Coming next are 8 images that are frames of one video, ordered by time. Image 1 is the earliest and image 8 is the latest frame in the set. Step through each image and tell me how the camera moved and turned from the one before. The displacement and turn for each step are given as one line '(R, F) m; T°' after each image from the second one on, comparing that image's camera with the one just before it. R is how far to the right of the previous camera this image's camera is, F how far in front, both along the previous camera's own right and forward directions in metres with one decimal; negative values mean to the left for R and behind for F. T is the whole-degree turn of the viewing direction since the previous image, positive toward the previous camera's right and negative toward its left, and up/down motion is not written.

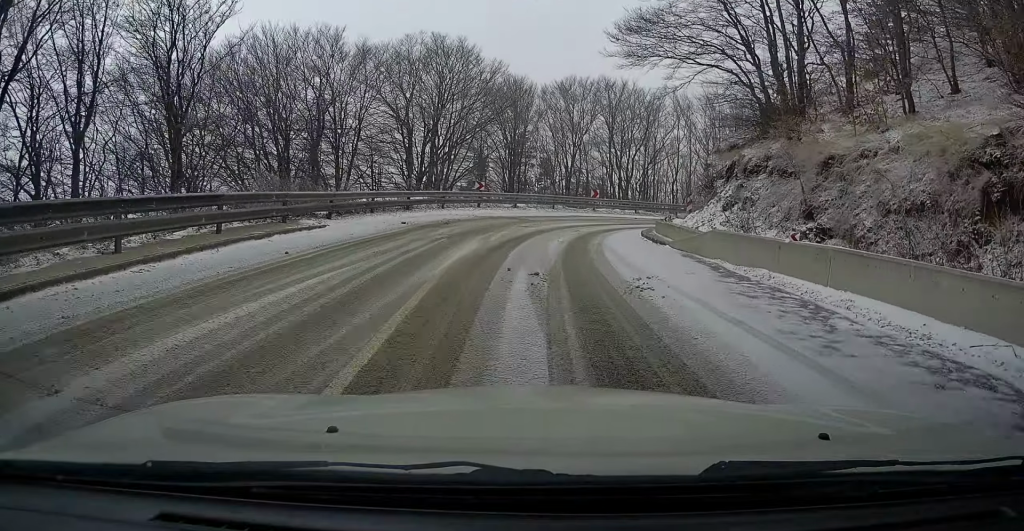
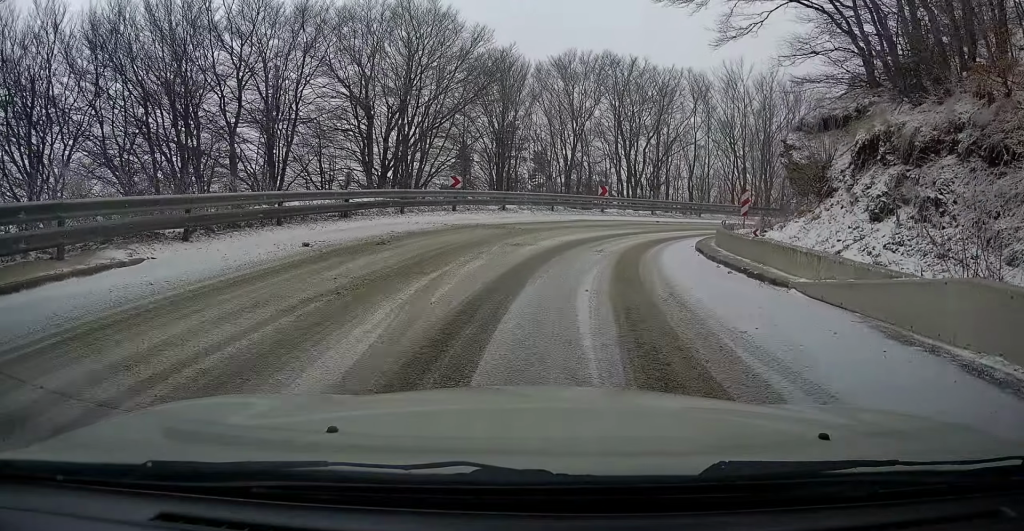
(-0.1, +9.0) m; +2°
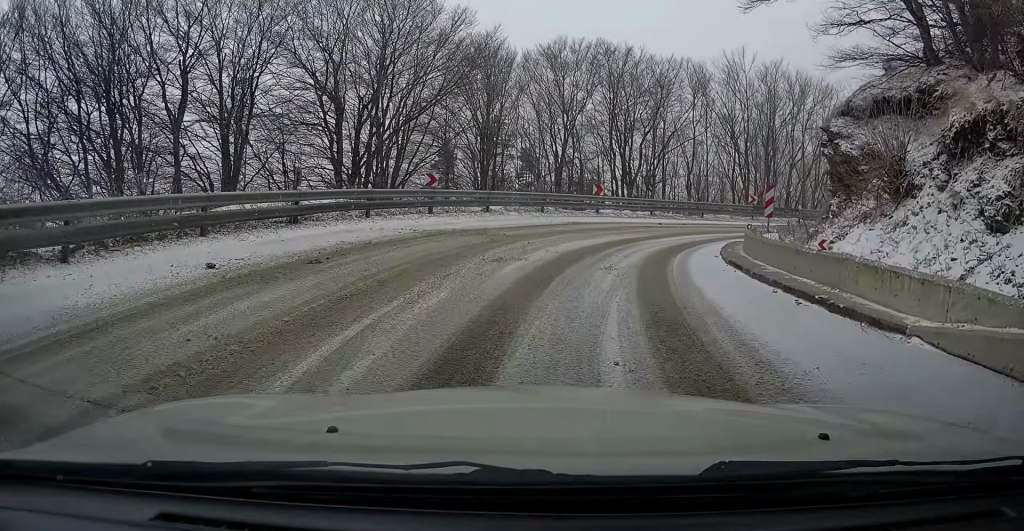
(+0.1, +3.4) m; +3°
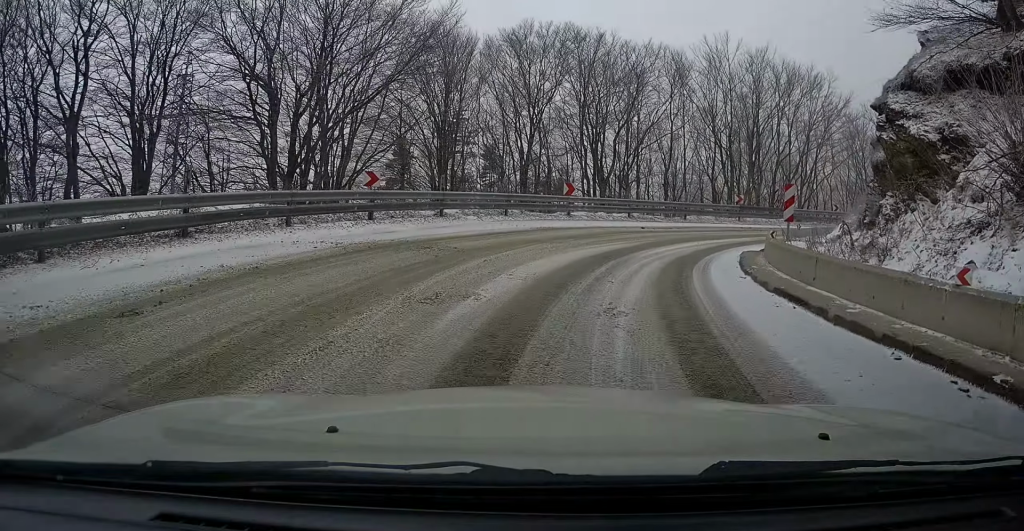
(+0.2, +4.0) m; +5°
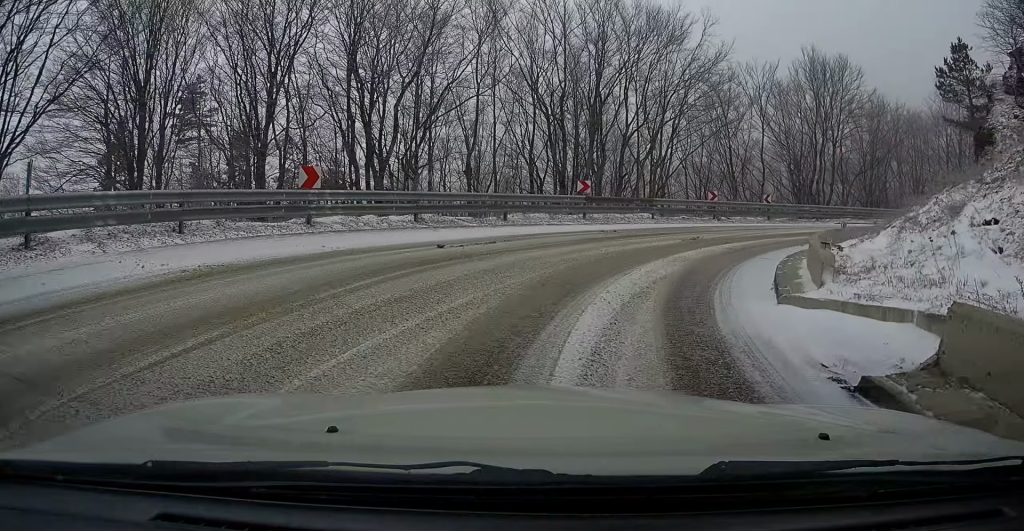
(+1.6, +12.7) m; +16°
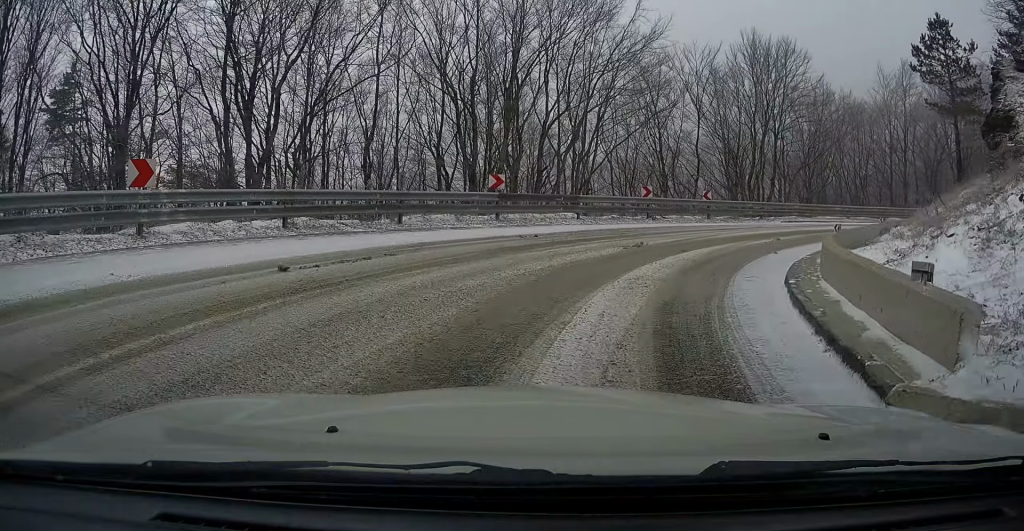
(+0.2, +4.2) m; +8°
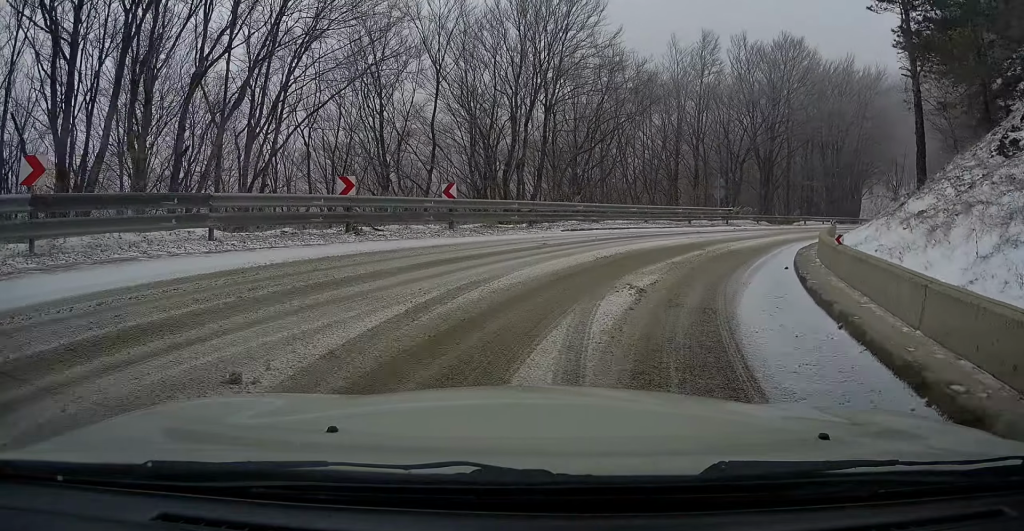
(+2.5, +11.5) m; +25°
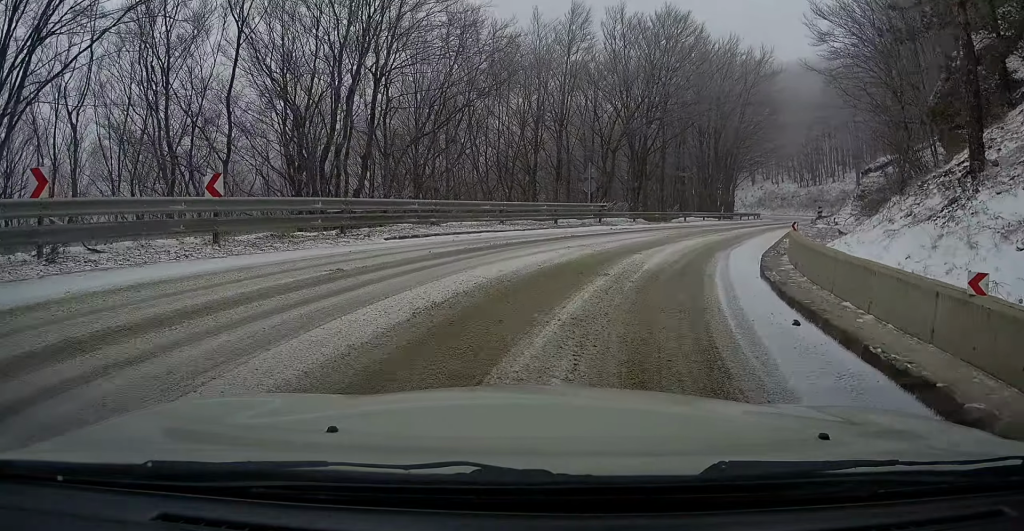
(+0.6, +6.9) m; +11°
